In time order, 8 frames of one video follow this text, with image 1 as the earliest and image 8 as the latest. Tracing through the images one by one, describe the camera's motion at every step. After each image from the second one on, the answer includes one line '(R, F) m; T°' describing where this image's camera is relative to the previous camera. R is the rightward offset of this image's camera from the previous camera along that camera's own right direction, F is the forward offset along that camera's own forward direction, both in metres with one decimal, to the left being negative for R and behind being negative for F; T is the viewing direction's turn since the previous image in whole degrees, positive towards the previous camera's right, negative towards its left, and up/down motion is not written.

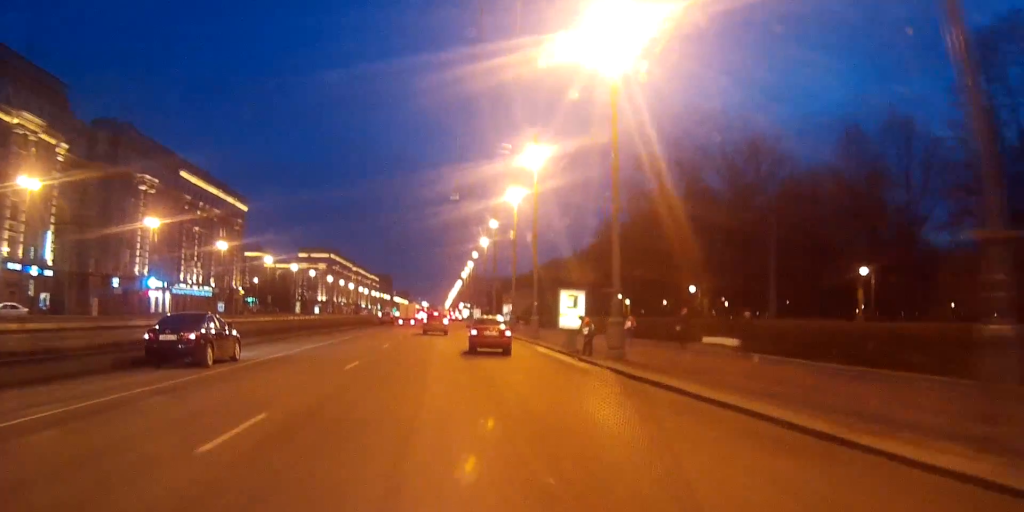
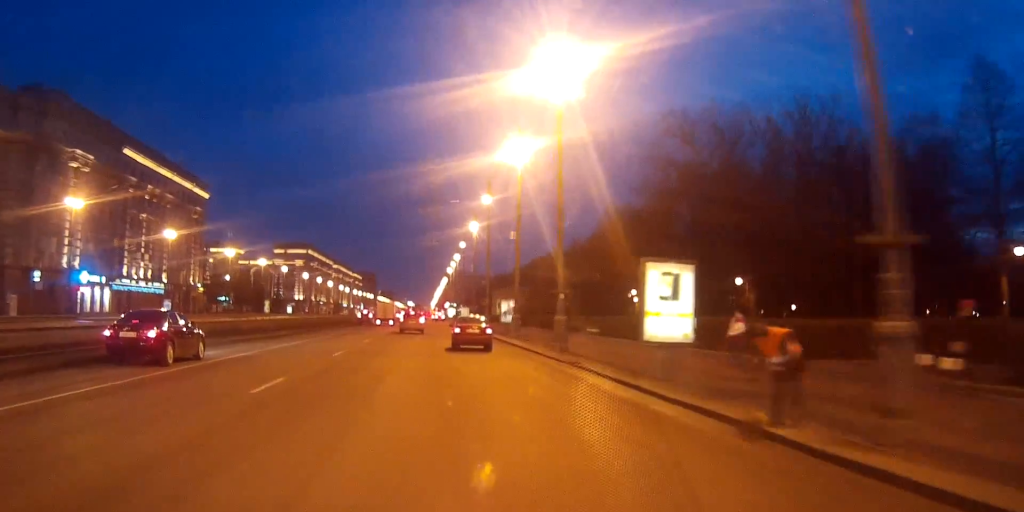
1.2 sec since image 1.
(+0.2, +18.4) m; +1°
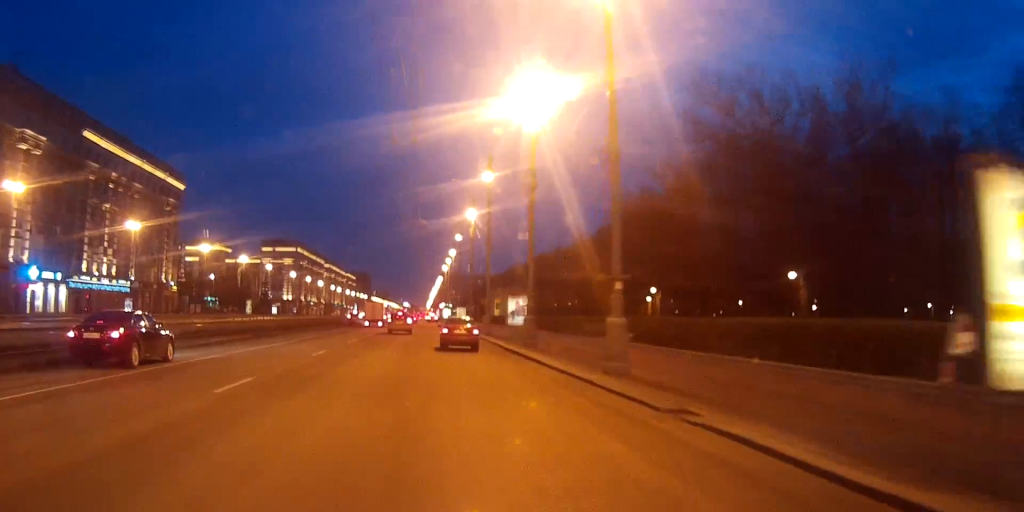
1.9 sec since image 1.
(+0.1, +12.2) m; 0°
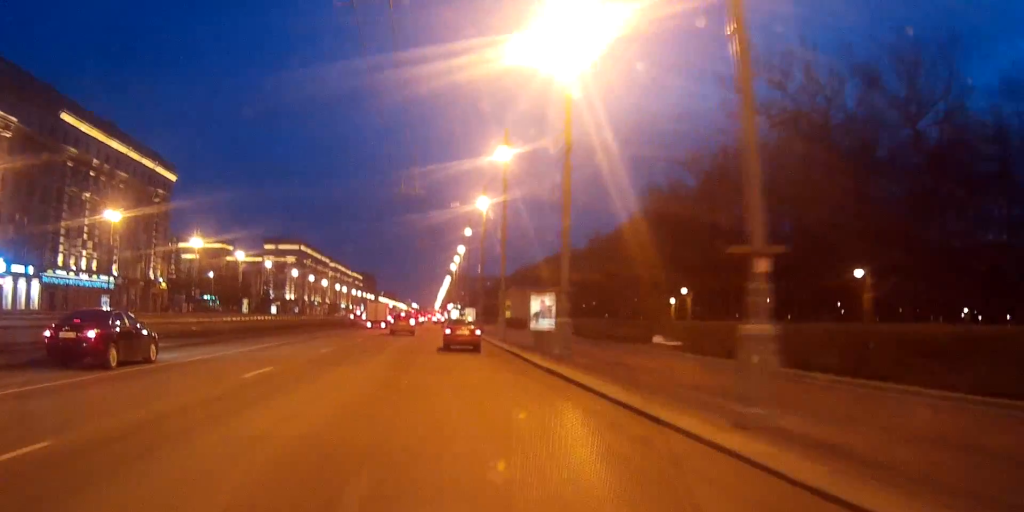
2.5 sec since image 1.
(0.0, +9.0) m; 0°
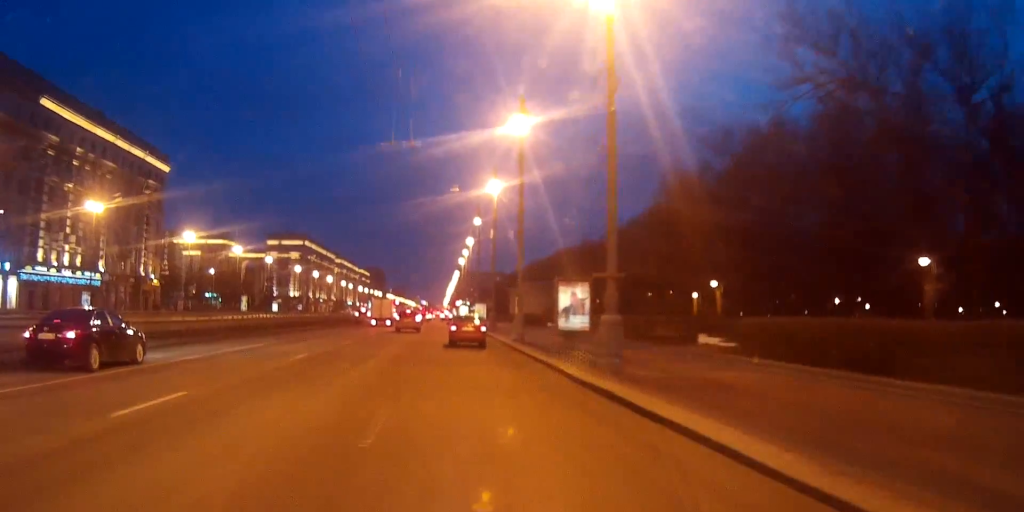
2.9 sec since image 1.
(-0.1, +6.9) m; 0°
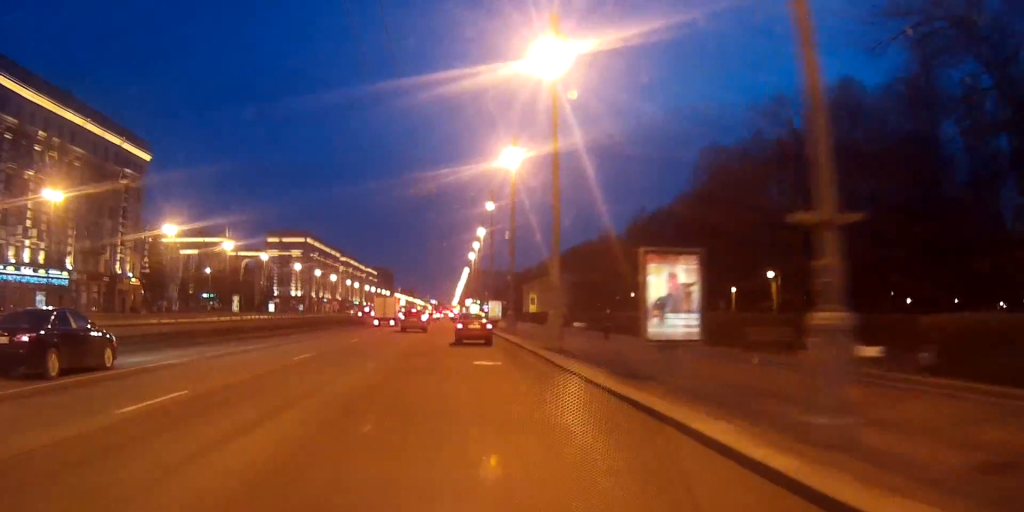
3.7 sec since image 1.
(-0.1, +11.6) m; 0°
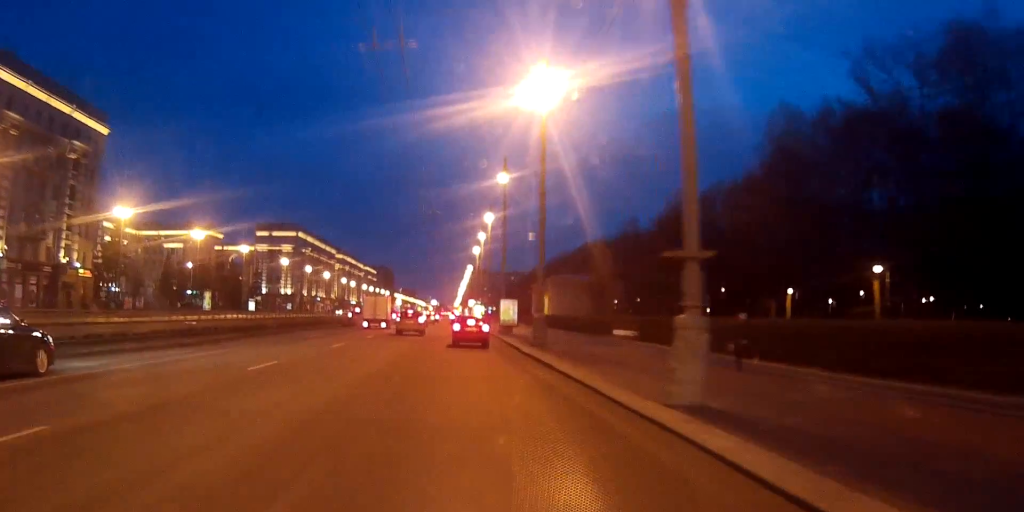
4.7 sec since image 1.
(0.0, +16.7) m; 0°
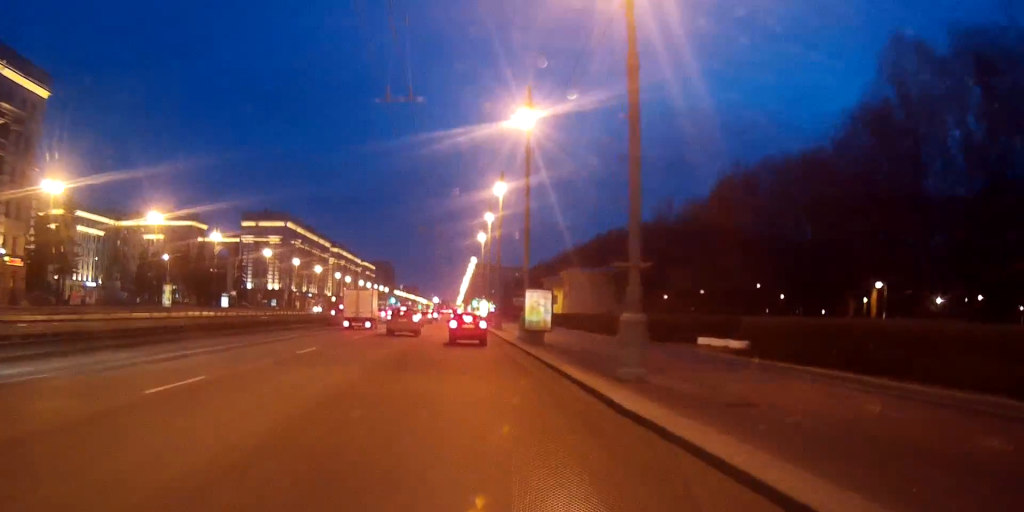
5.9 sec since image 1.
(-0.1, +17.9) m; 0°
